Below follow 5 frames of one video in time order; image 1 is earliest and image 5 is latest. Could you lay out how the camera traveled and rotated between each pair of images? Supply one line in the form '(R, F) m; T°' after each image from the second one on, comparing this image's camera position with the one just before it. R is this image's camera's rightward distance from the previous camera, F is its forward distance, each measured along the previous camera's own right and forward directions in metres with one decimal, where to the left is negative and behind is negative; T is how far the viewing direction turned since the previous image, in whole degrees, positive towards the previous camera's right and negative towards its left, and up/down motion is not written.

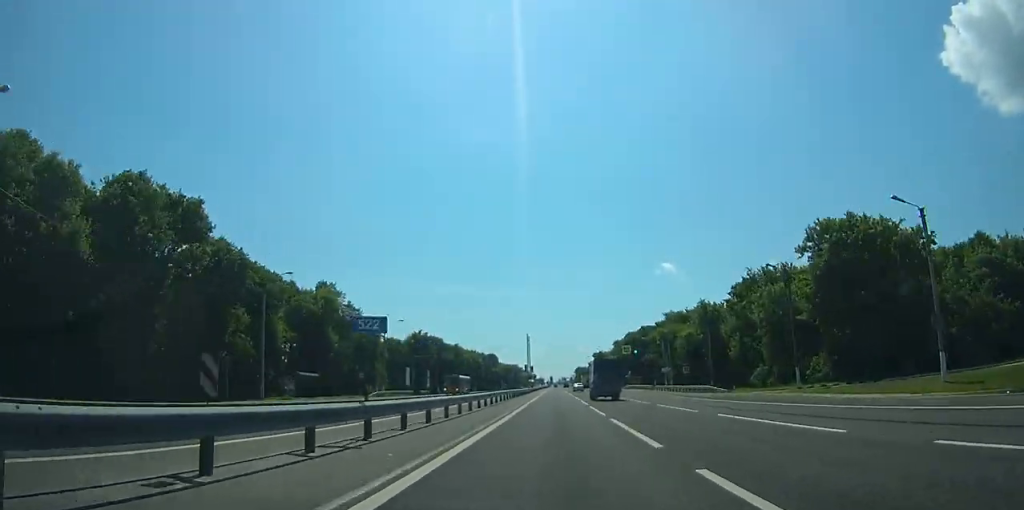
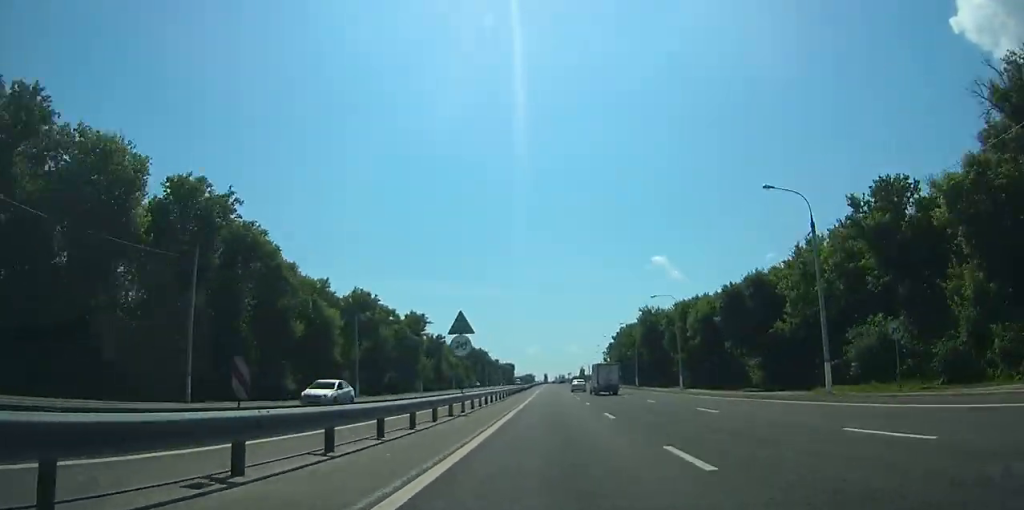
(+0.1, +314.2) m; 0°
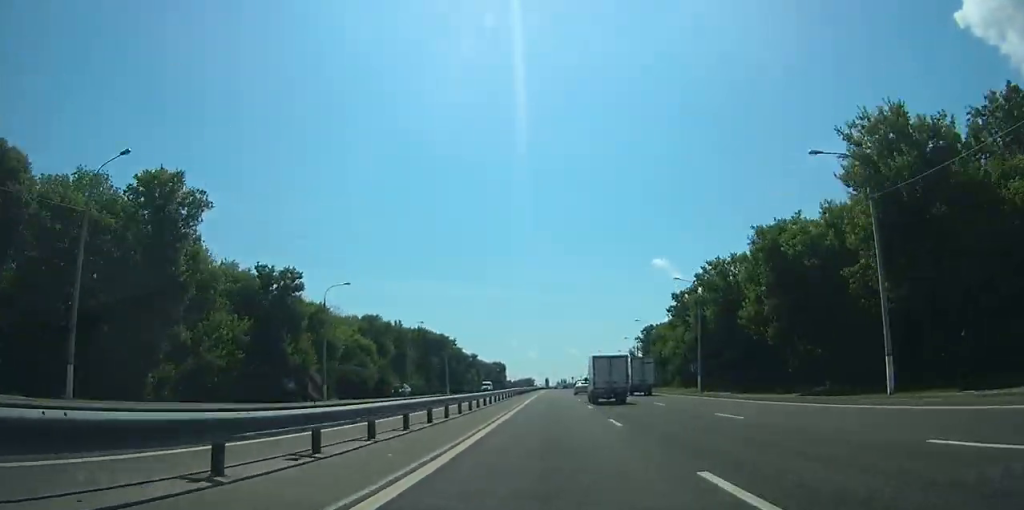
(0.0, +74.3) m; 0°
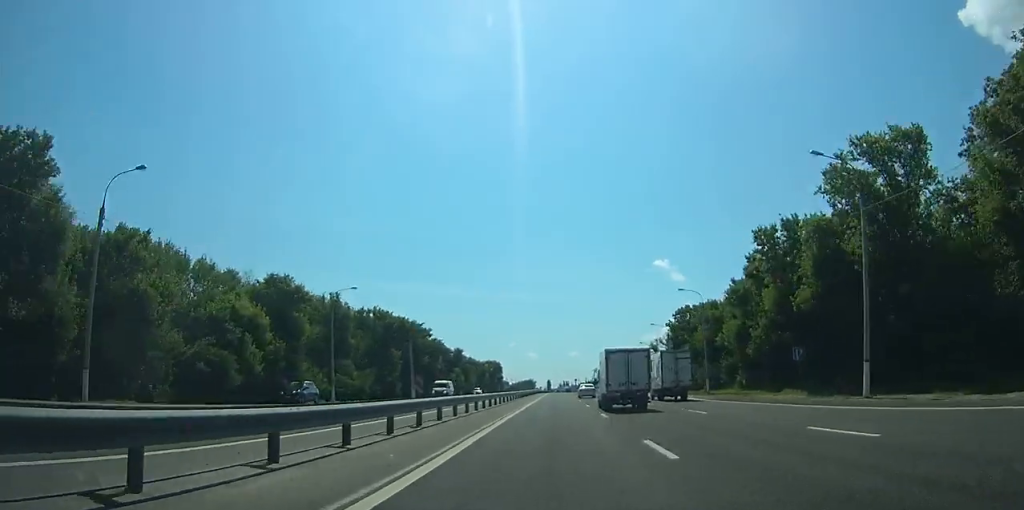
(0.0, +31.5) m; 0°
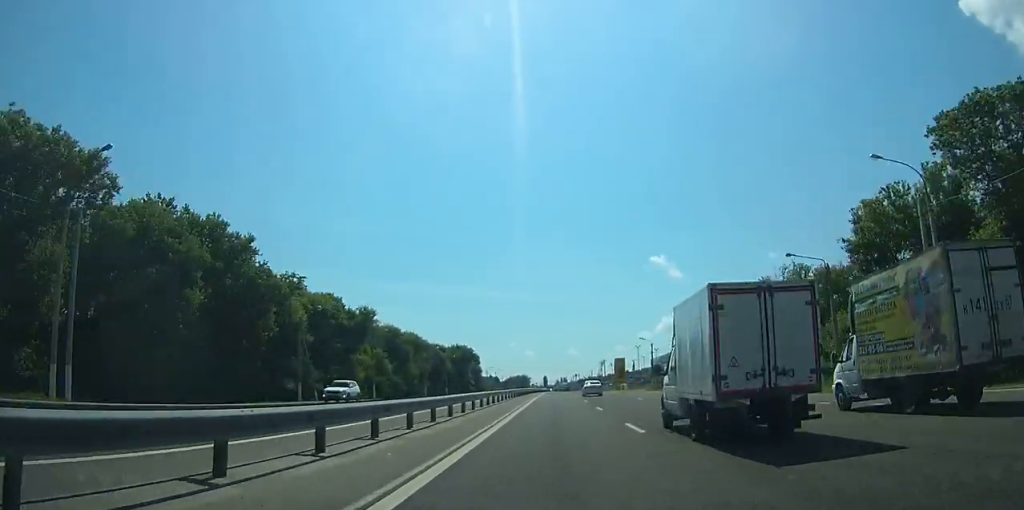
(0.0, +68.5) m; 0°
